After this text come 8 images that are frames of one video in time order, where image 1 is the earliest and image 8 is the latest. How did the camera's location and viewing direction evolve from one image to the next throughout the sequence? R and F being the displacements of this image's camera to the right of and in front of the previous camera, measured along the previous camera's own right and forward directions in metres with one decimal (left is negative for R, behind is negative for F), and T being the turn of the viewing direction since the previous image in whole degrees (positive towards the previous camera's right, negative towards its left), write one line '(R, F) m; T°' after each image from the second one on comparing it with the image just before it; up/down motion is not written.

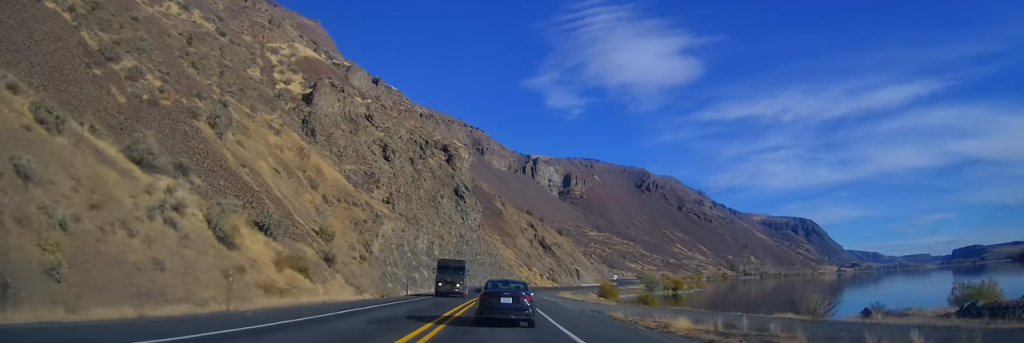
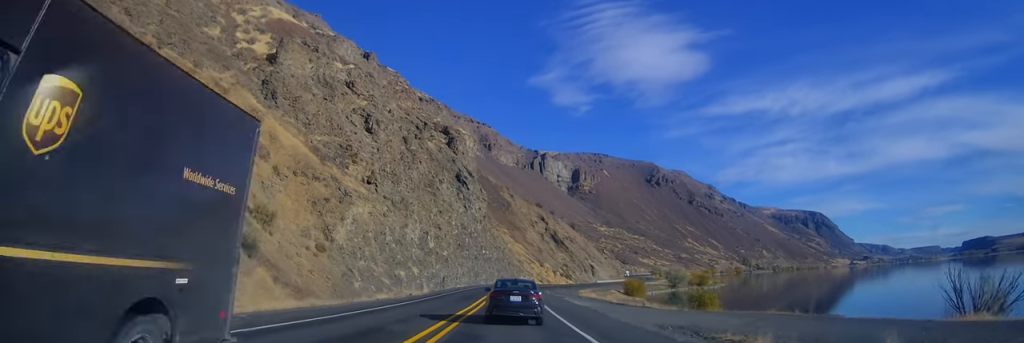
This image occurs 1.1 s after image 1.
(-0.4, +18.7) m; -1°
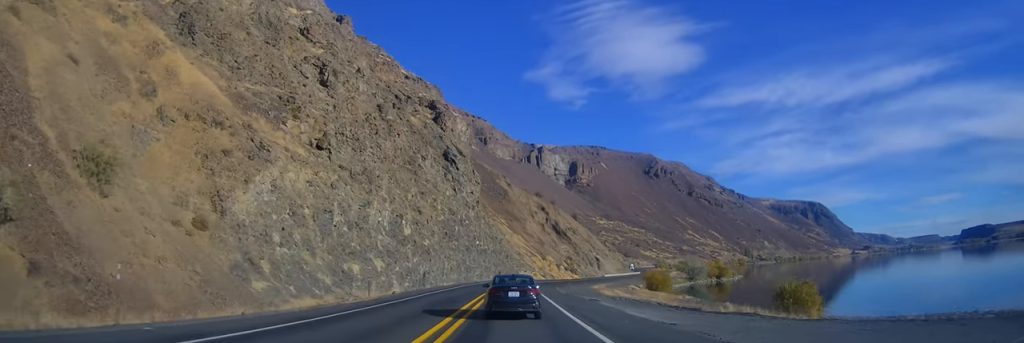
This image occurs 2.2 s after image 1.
(+0.1, +20.0) m; 0°
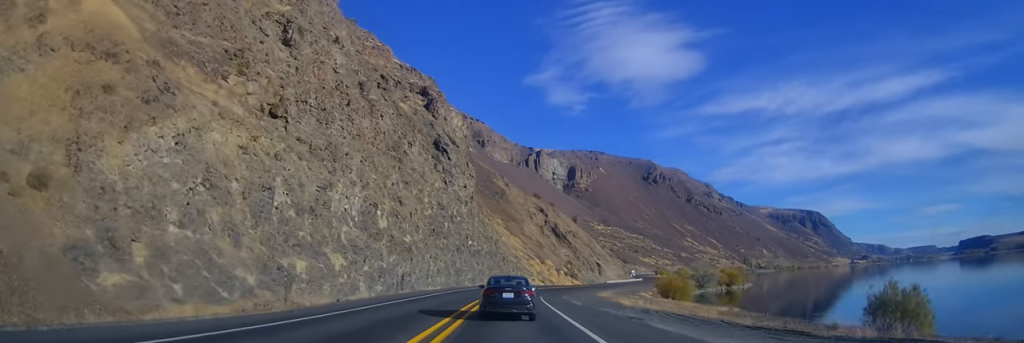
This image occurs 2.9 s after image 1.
(-0.1, +12.0) m; 0°
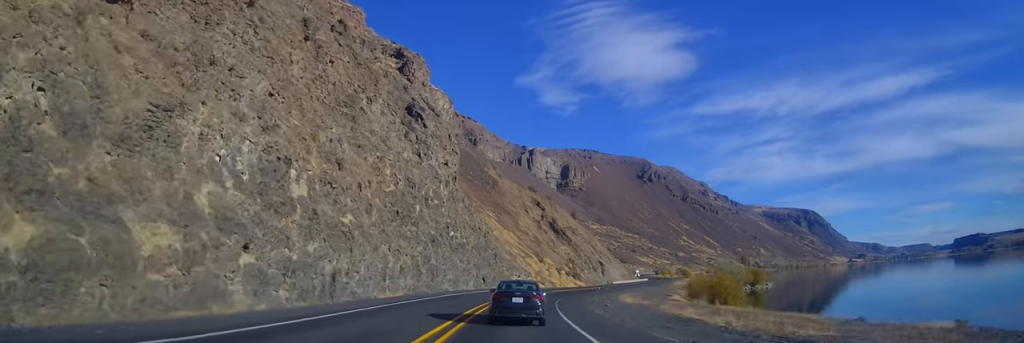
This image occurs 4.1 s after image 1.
(+0.4, +22.4) m; +2°
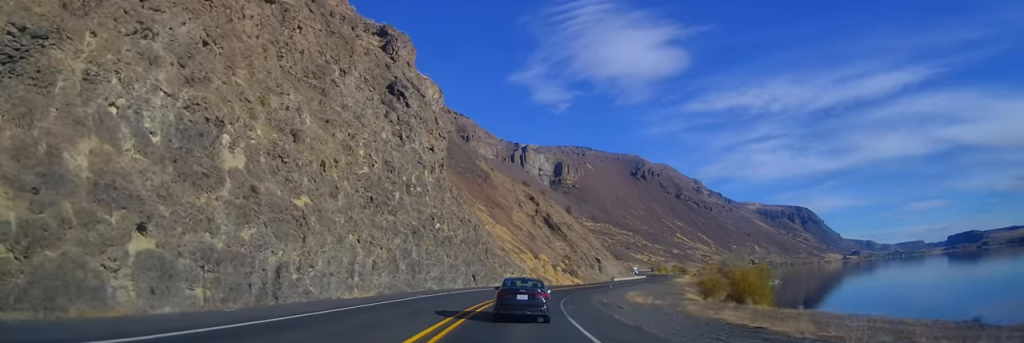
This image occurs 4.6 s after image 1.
(0.0, +8.5) m; +1°
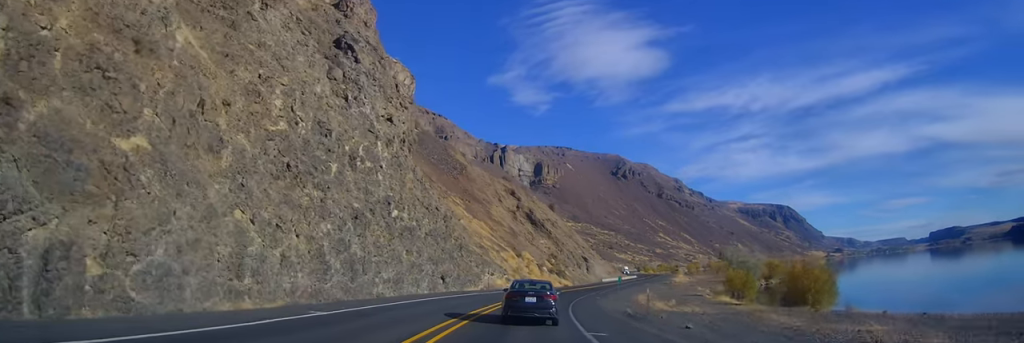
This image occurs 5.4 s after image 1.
(+0.1, +15.5) m; 0°
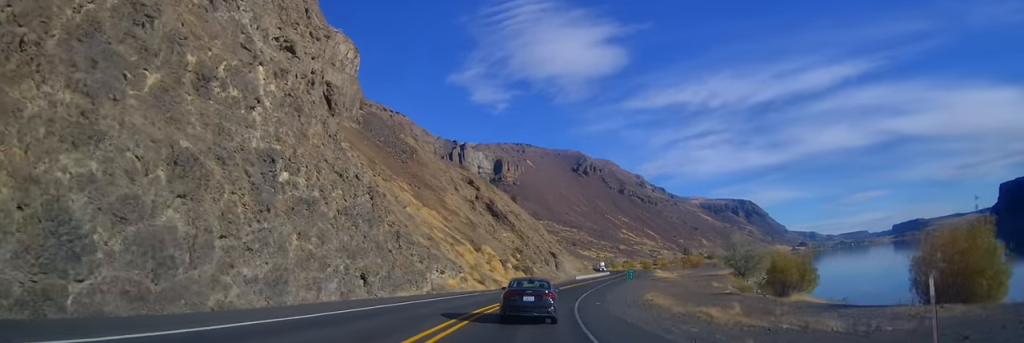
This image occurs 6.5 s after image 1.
(0.0, +19.4) m; +3°
